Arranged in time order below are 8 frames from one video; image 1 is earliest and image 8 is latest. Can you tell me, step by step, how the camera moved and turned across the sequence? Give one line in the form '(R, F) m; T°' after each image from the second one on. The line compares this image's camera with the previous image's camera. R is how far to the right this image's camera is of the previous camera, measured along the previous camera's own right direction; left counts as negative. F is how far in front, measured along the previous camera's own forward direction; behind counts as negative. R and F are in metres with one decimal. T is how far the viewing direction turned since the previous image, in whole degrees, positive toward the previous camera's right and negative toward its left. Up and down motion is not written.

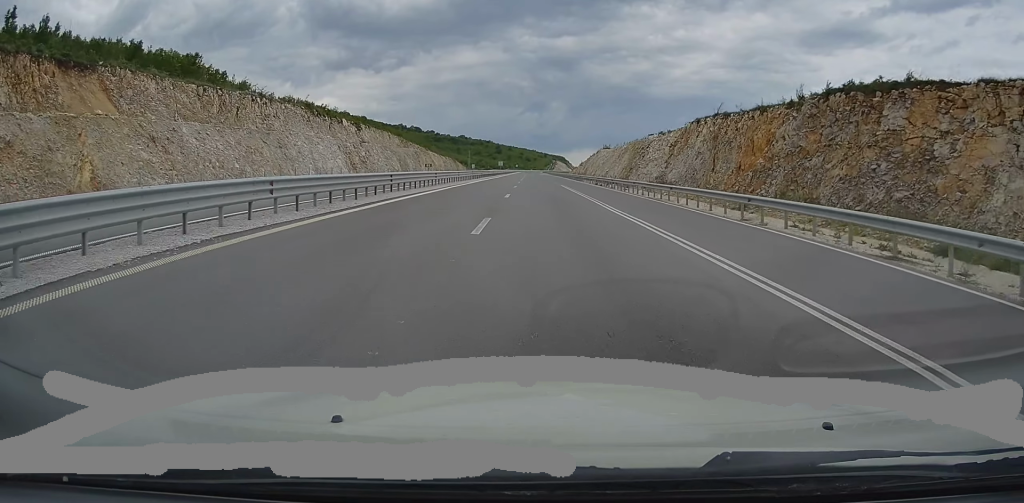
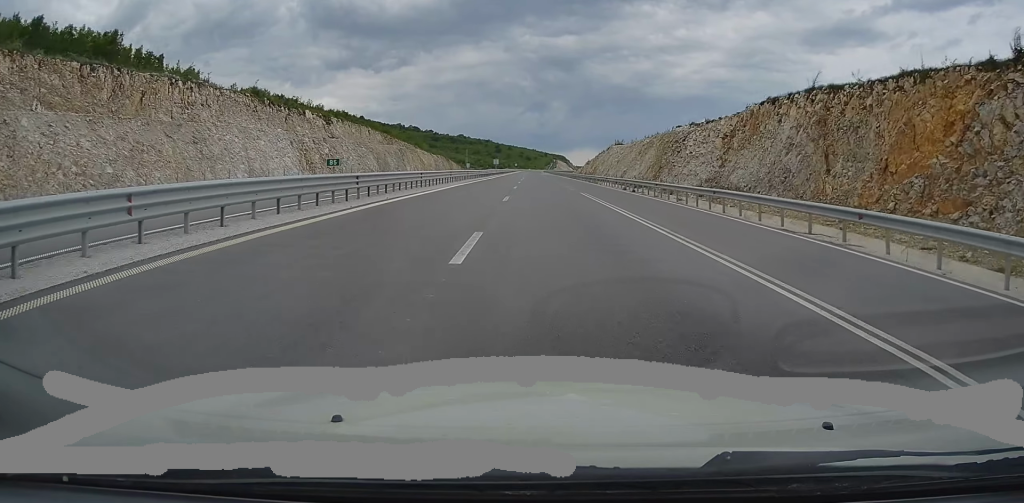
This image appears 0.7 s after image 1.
(-0.1, +17.3) m; 0°
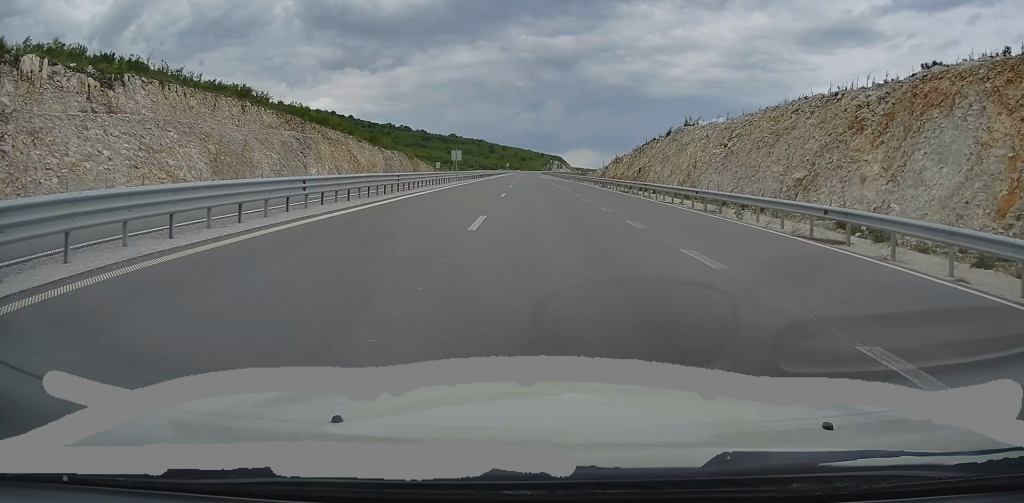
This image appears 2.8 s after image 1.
(+0.4, +55.7) m; 0°
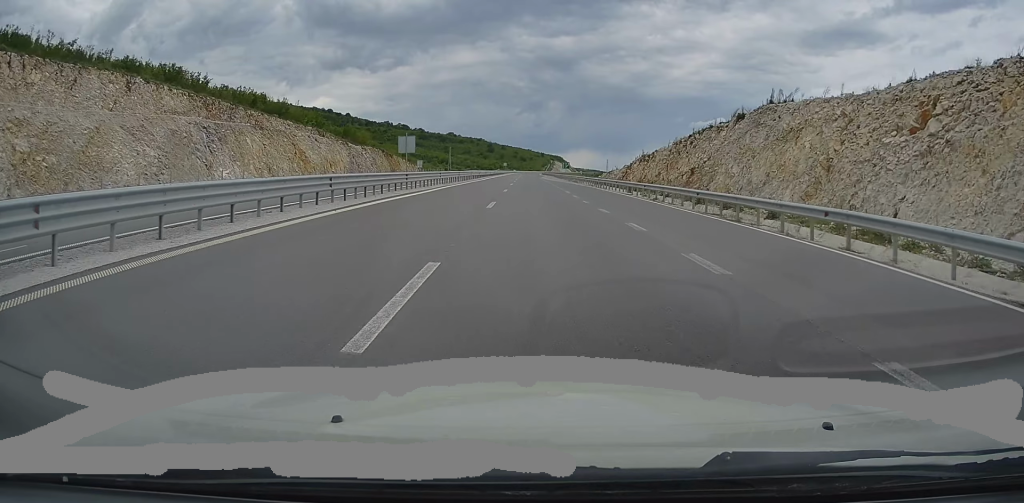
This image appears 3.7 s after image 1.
(-0.1, +24.2) m; 0°
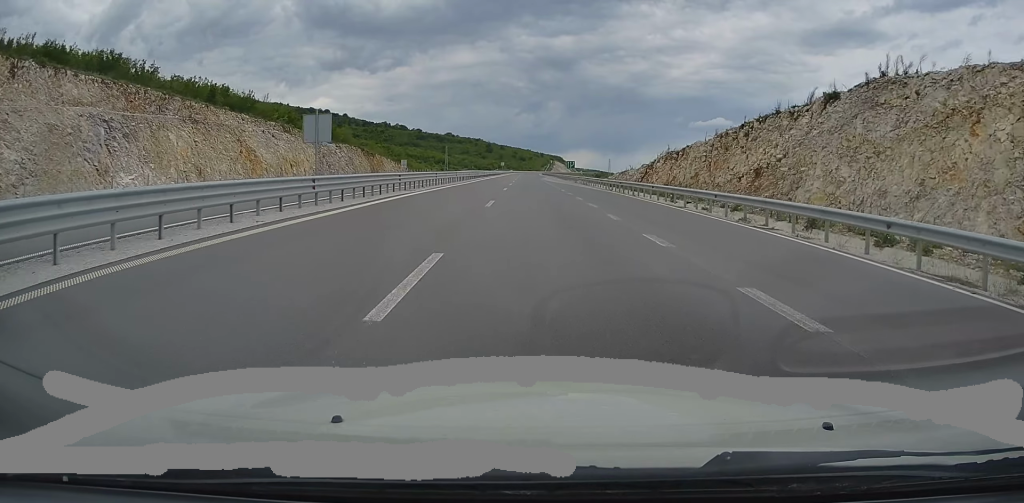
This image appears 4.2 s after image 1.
(-0.2, +15.1) m; 0°
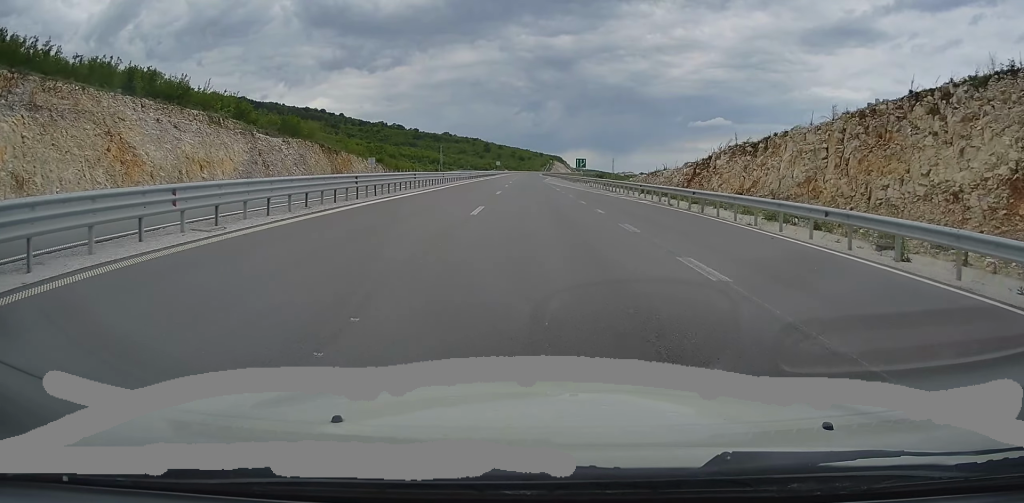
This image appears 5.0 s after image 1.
(+0.2, +22.3) m; 0°
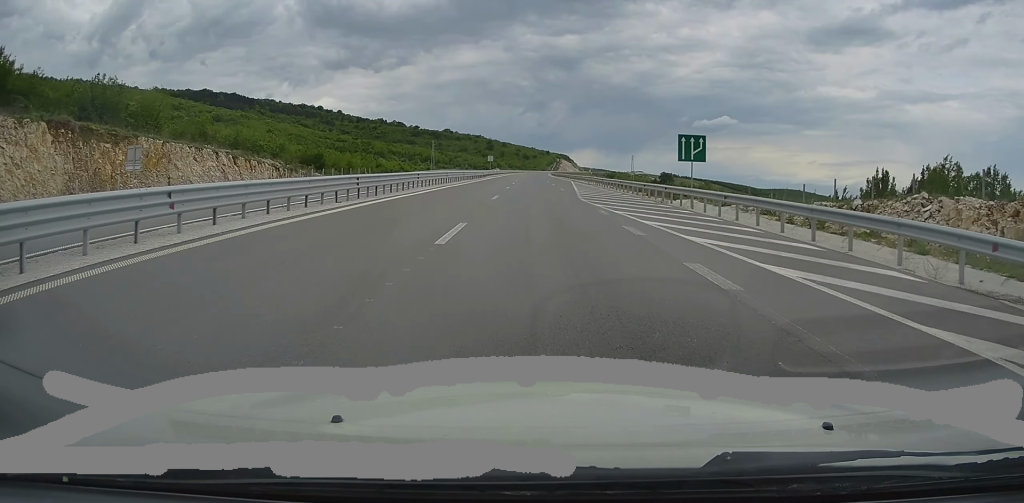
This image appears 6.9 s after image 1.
(-0.1, +55.7) m; 0°
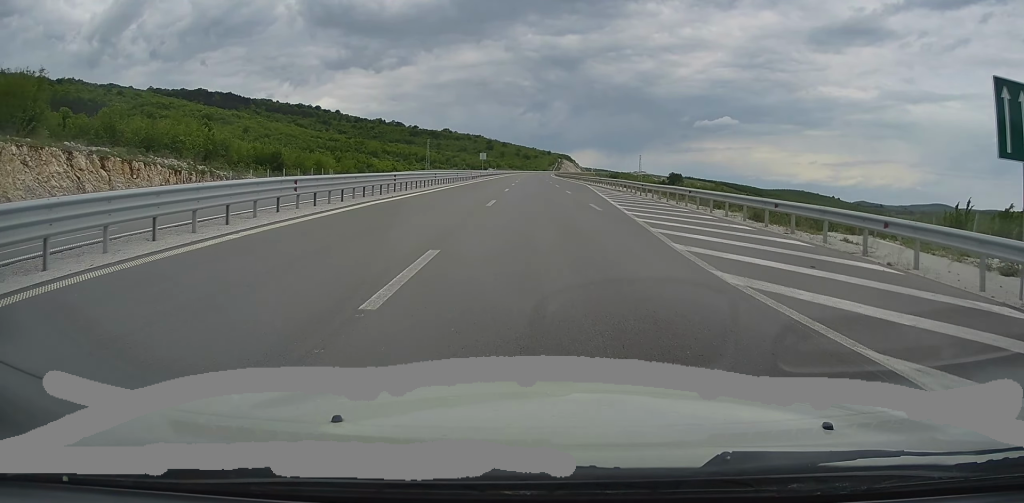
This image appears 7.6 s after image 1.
(0.0, +18.8) m; 0°
